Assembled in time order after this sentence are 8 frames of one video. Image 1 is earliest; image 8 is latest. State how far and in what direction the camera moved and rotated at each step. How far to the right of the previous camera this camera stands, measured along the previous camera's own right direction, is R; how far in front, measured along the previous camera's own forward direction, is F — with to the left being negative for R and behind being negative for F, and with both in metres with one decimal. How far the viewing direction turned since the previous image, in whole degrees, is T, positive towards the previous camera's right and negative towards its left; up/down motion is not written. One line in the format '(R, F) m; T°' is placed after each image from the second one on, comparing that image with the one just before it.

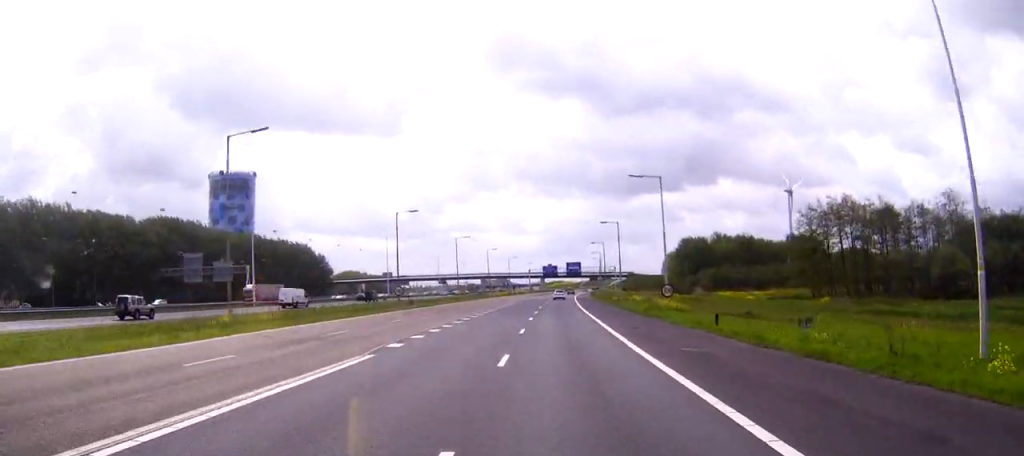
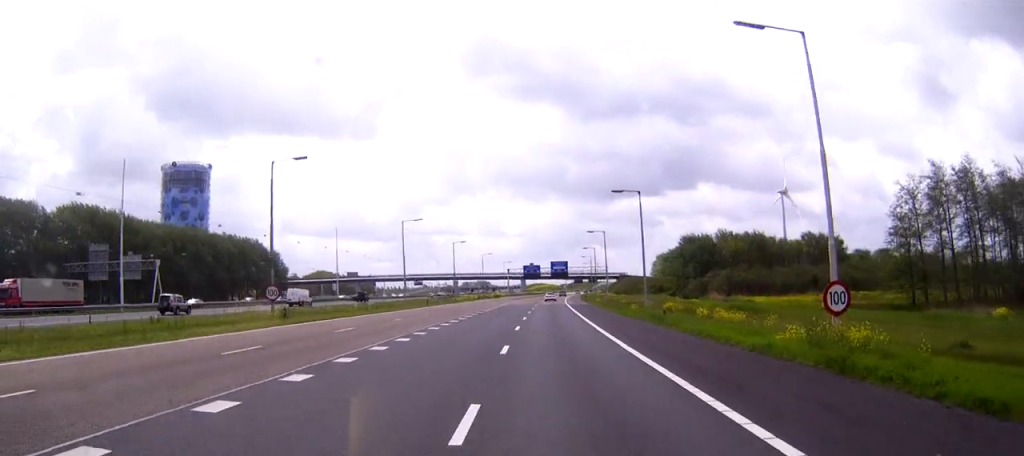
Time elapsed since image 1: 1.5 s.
(+0.6, +33.2) m; +2°
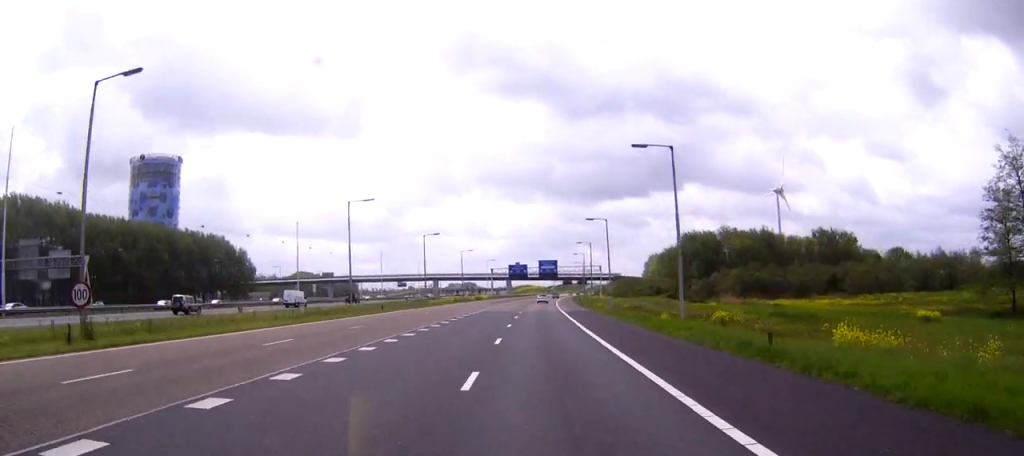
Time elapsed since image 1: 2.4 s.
(0.0, +19.3) m; 0°
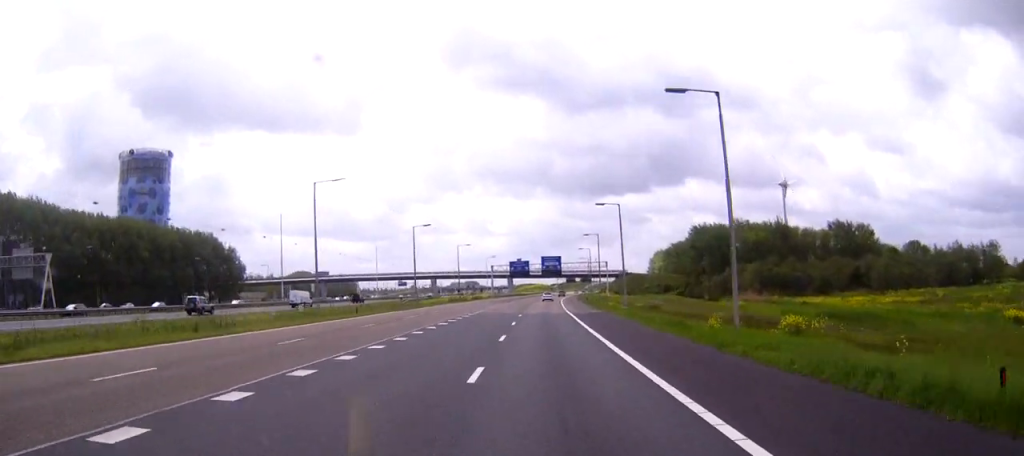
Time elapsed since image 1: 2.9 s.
(0.0, +10.7) m; 0°
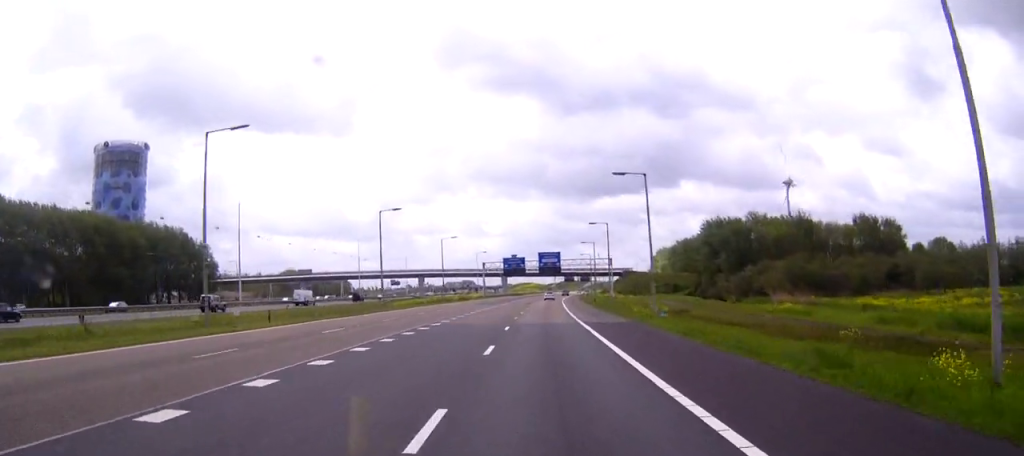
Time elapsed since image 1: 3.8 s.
(0.0, +18.6) m; 0°
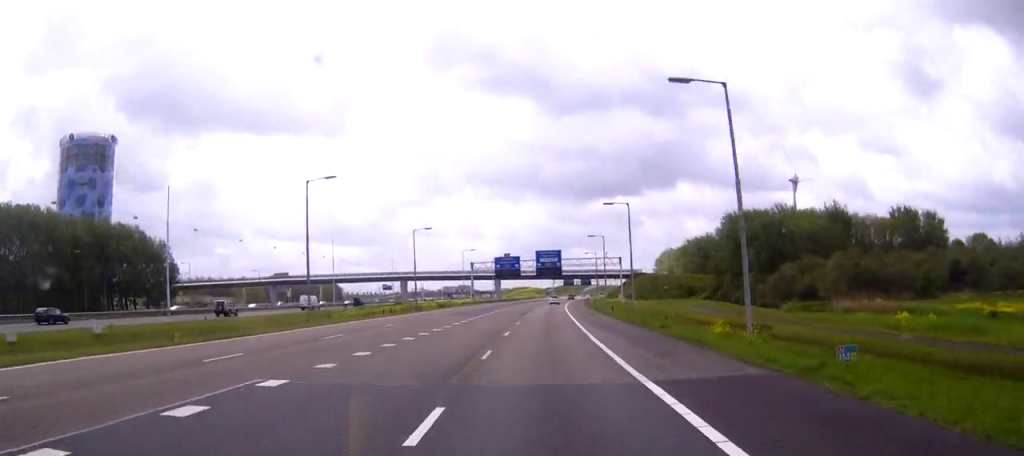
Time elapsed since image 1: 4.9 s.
(0.0, +23.7) m; 0°
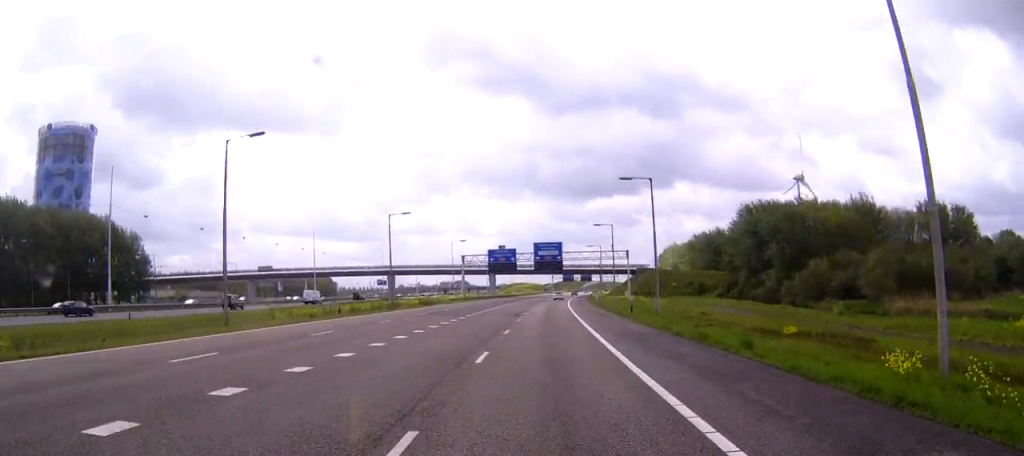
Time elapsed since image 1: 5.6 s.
(0.0, +14.4) m; 0°
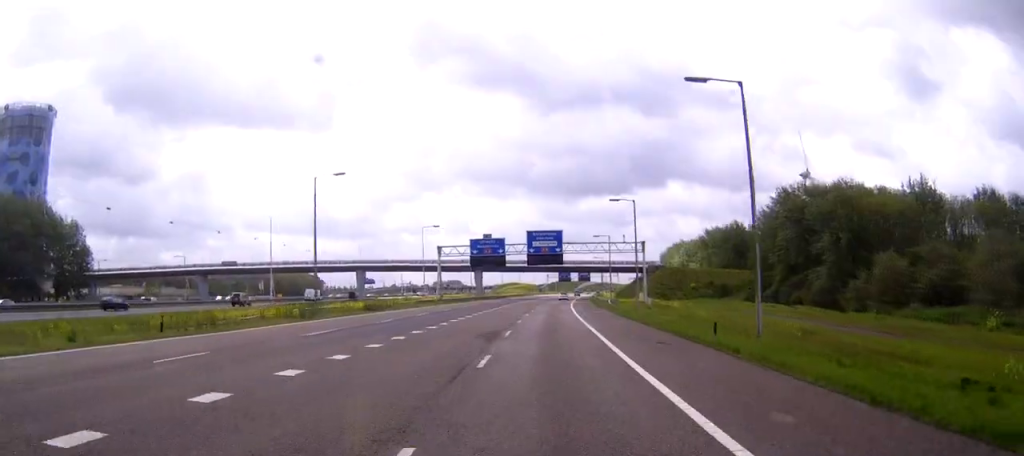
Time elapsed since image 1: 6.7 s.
(+0.1, +25.1) m; +1°
